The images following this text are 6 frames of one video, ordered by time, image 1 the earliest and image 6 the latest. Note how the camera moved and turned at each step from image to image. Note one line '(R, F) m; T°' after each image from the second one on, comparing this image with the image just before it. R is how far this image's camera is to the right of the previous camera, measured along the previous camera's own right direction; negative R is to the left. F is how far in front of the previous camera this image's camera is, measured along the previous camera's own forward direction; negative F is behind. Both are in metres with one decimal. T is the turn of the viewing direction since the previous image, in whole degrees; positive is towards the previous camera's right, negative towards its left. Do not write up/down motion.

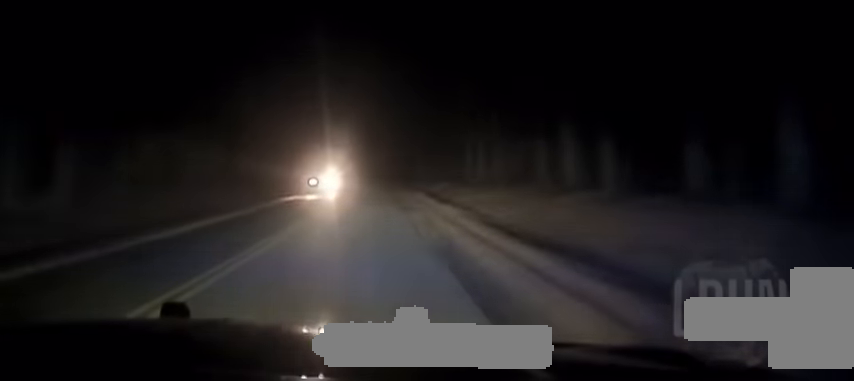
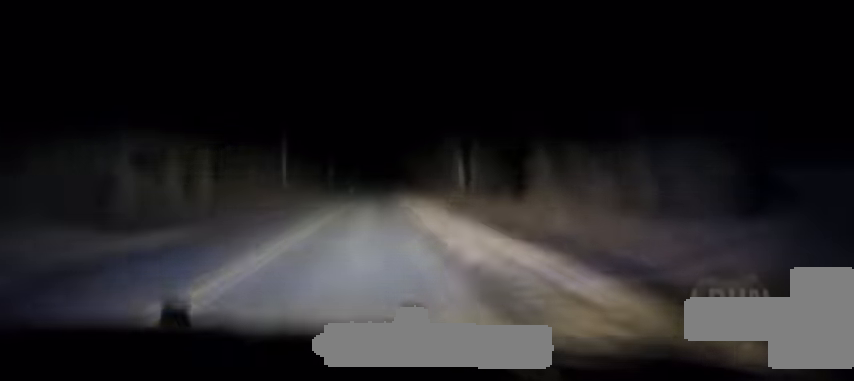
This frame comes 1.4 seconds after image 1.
(-0.3, +73.8) m; 0°
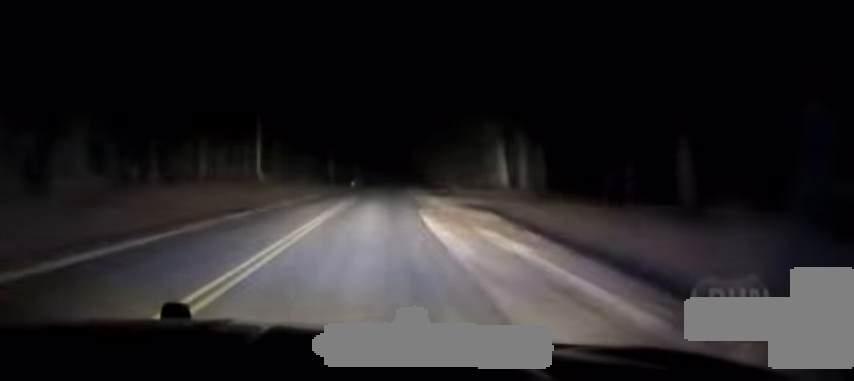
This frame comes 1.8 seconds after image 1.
(-0.1, +25.7) m; 0°
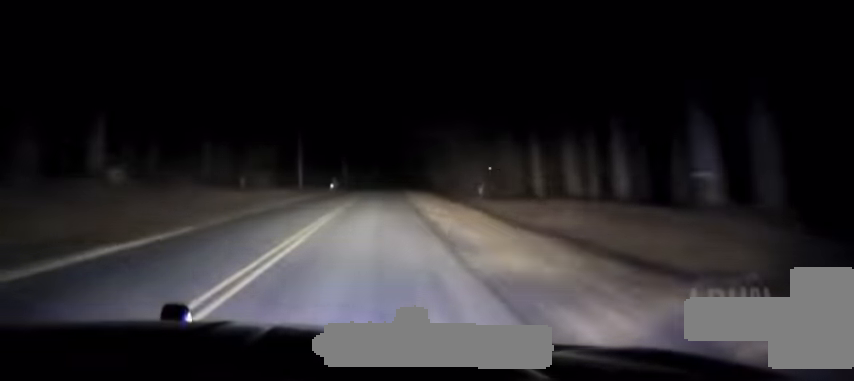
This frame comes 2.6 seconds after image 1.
(+0.1, +37.7) m; 0°
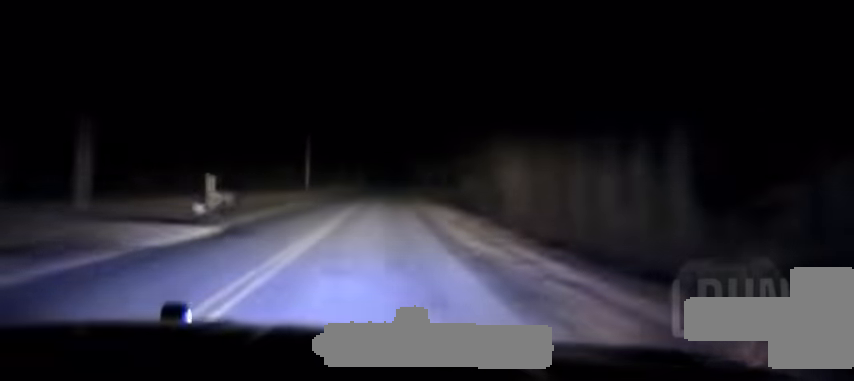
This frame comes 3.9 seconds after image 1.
(+0.5, +68.5) m; +1°
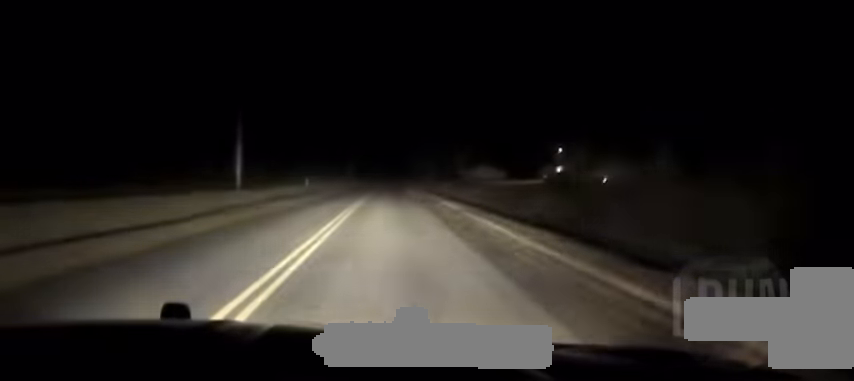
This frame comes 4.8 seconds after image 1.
(+0.3, +44.3) m; +1°
